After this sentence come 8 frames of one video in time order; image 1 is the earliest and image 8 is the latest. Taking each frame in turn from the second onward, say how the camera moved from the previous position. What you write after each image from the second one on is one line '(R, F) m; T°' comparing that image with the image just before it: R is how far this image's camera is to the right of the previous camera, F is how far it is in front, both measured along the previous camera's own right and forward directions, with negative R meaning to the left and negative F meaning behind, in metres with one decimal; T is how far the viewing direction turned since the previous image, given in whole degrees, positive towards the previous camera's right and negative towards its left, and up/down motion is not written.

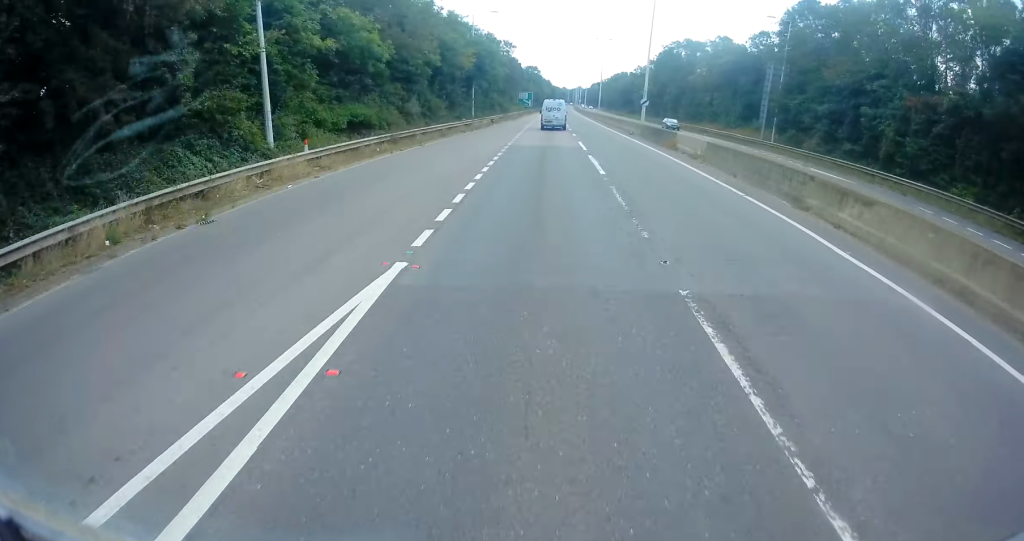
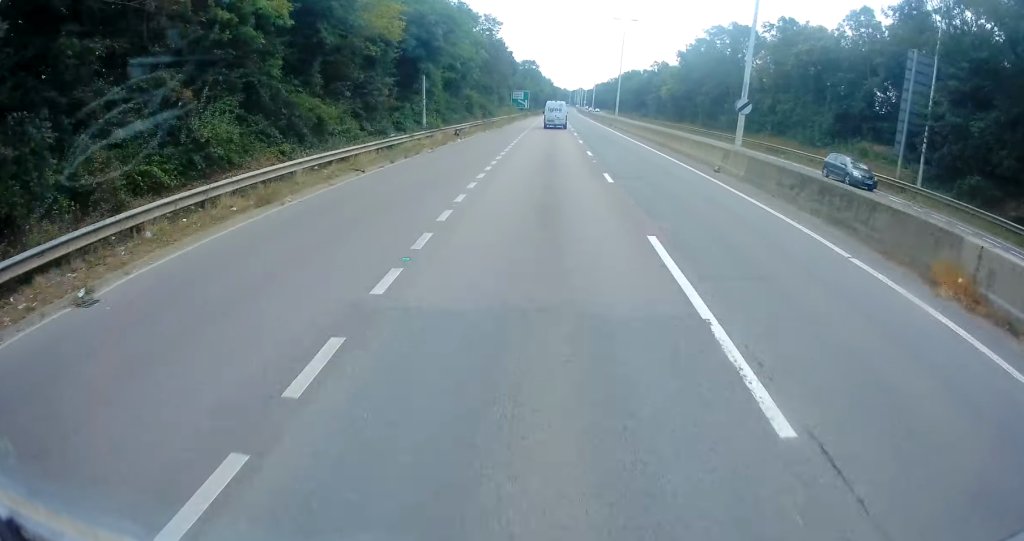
(-0.2, +24.5) m; 0°
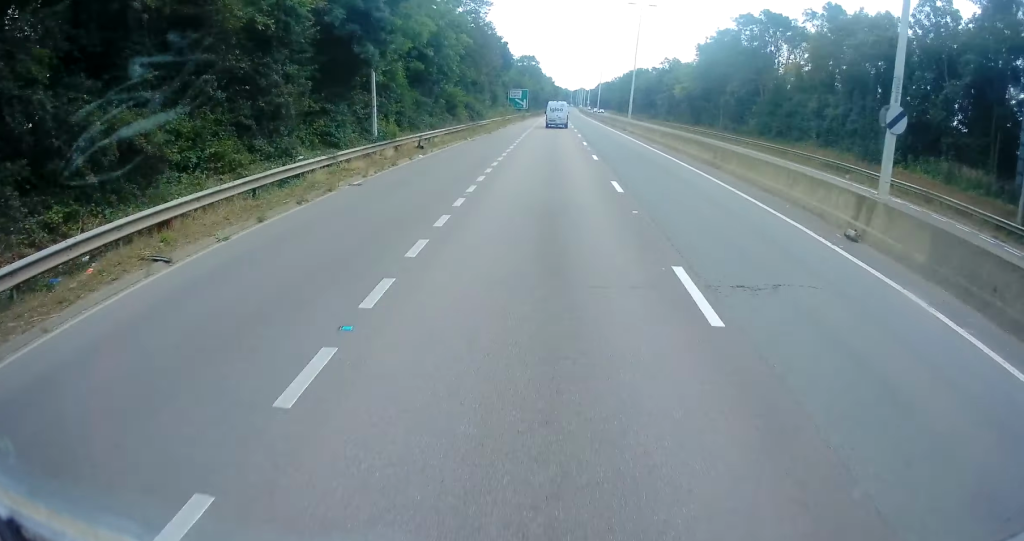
(0.0, +11.0) m; 0°
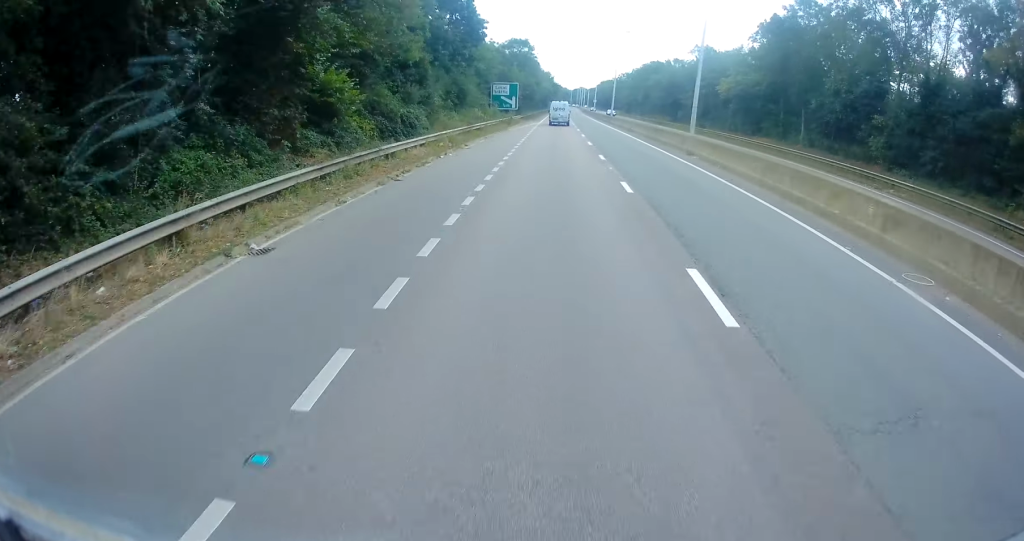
(+0.3, +27.1) m; 0°
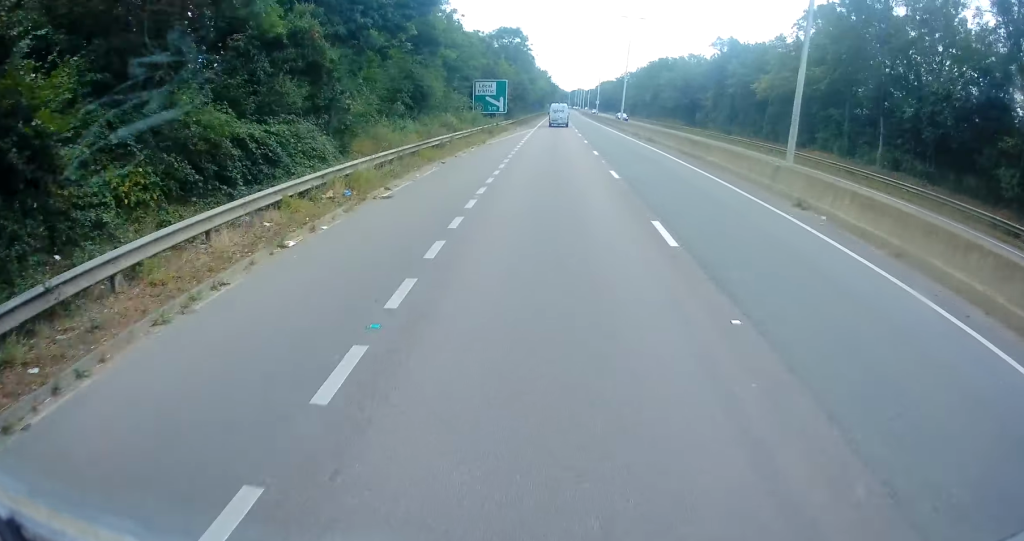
(-0.3, +14.4) m; 0°
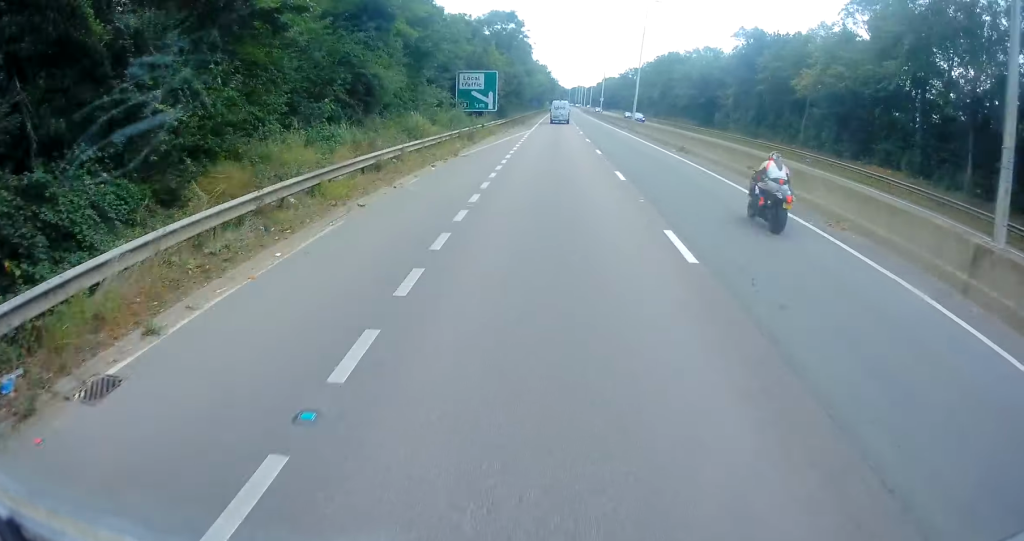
(0.0, +10.2) m; 0°
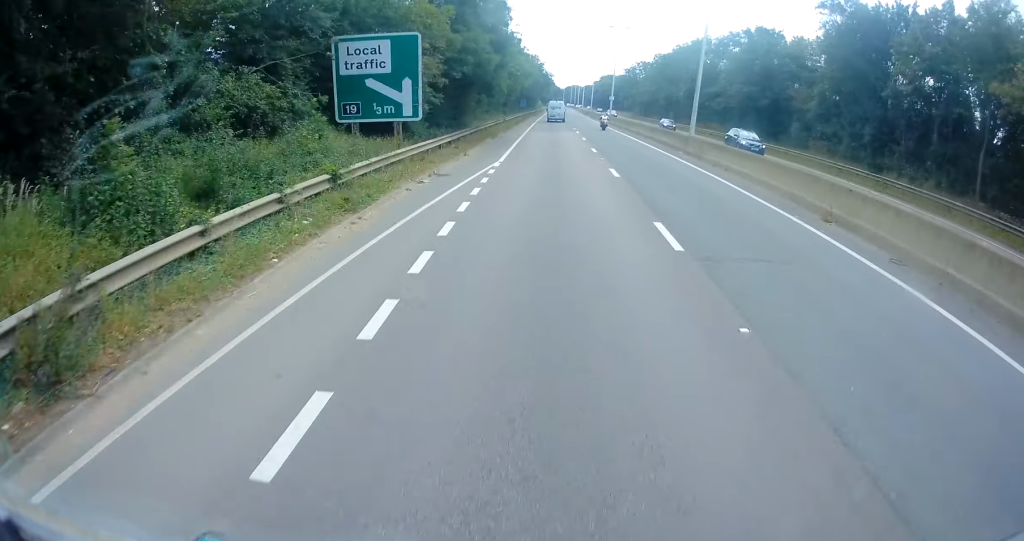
(+0.4, +26.2) m; +1°
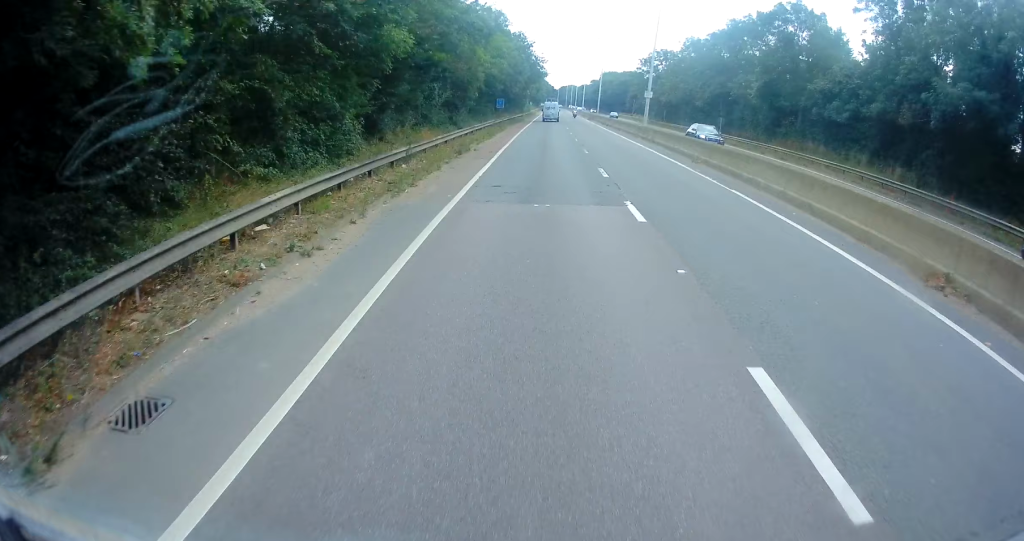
(0.0, +33.8) m; -1°
